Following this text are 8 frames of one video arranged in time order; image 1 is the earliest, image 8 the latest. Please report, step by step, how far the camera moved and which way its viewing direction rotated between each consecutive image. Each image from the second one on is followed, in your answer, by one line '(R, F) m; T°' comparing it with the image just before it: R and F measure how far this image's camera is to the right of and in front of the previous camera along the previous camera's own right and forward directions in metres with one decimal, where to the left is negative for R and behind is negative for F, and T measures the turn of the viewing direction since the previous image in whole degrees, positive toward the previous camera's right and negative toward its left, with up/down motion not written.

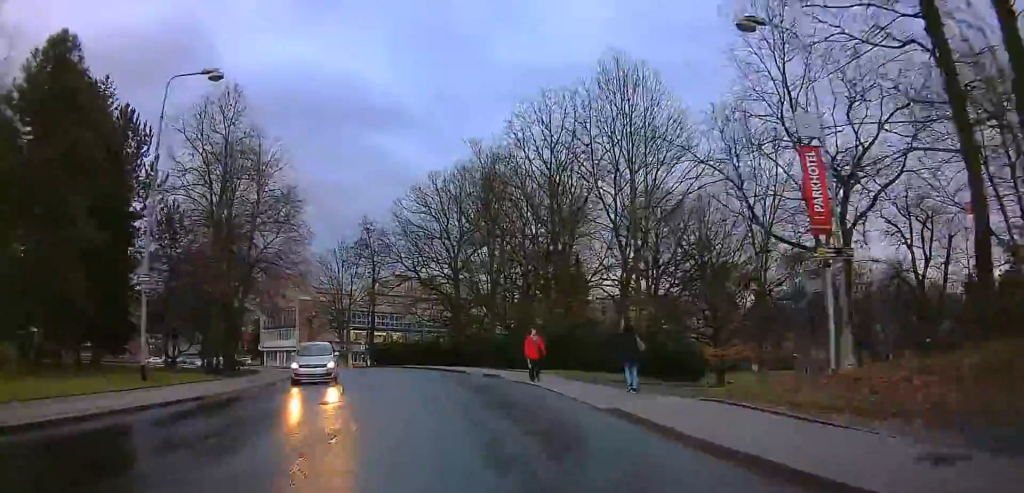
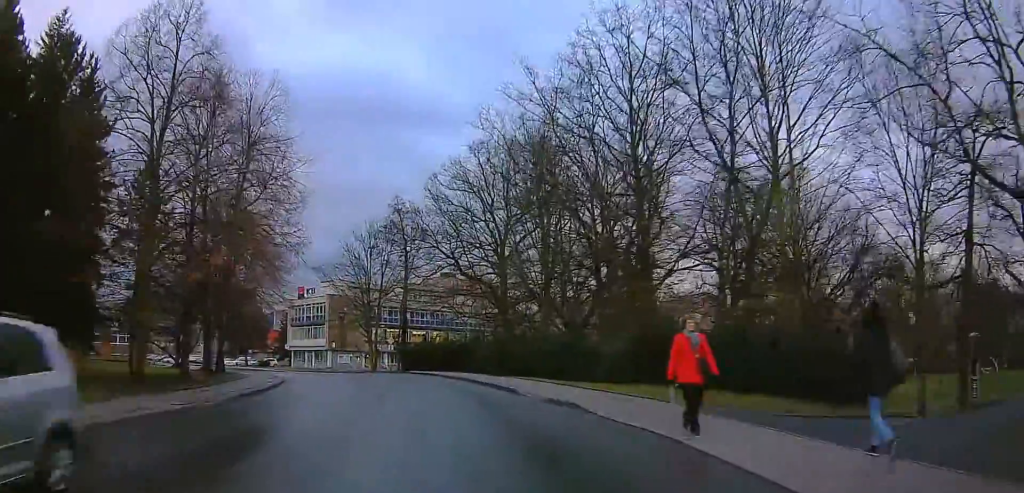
(-0.7, +11.7) m; -4°
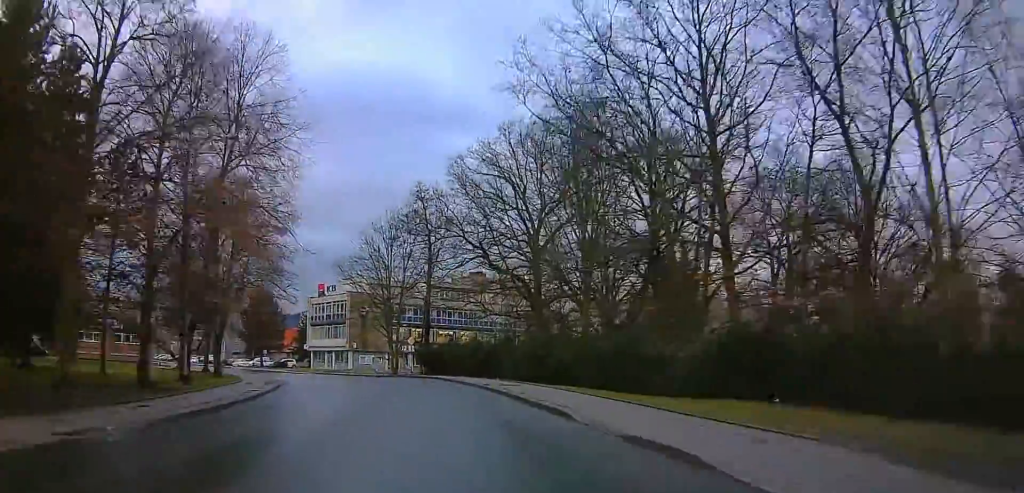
(0.0, +6.3) m; -1°
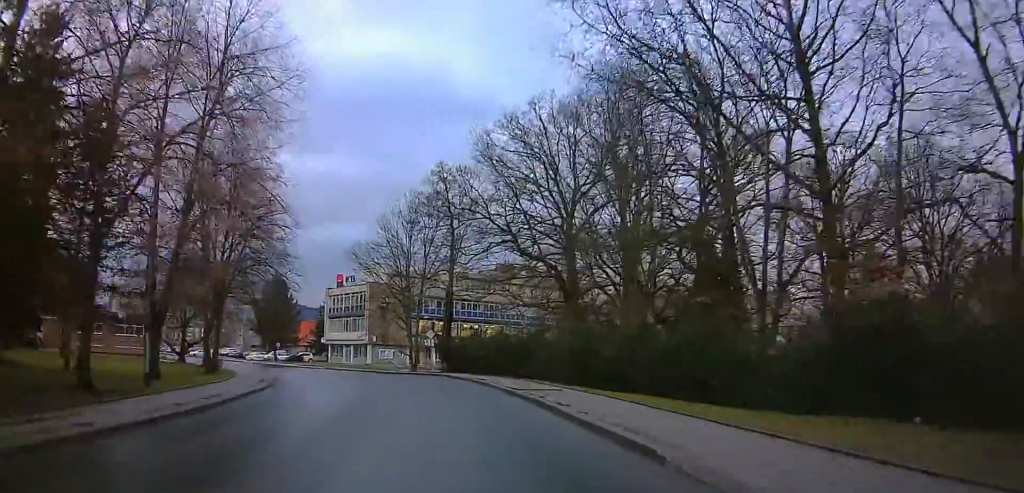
(+0.1, +5.5) m; -1°
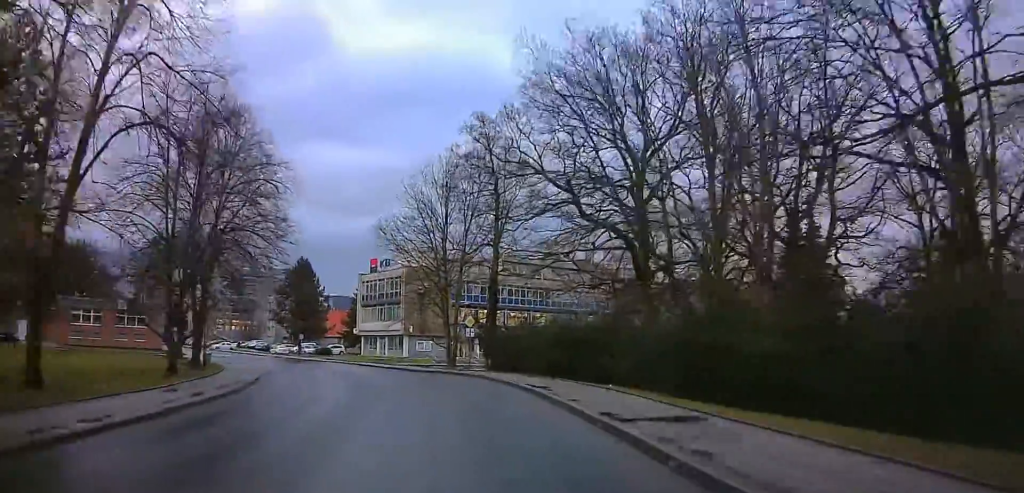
(-0.4, +9.9) m; -5°
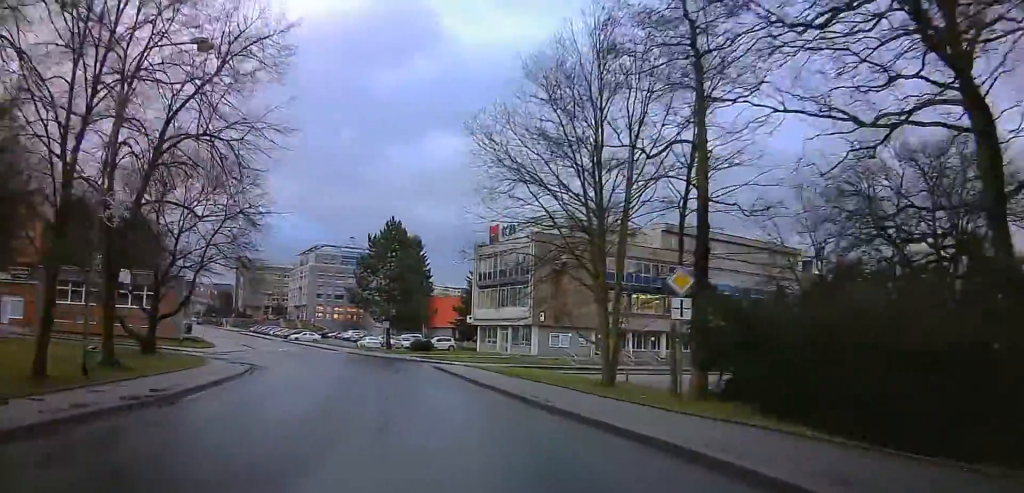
(-1.8, +22.7) m; -8°
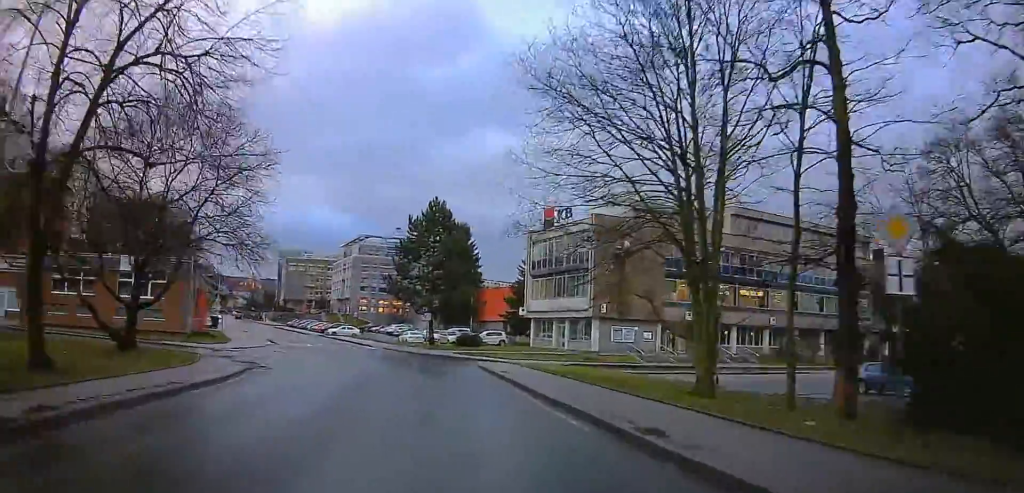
(0.0, +6.9) m; -3°
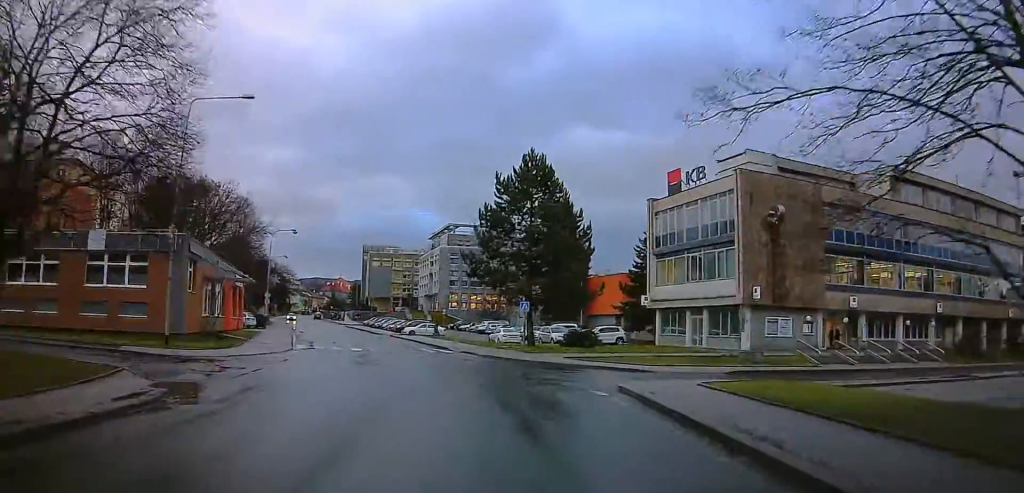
(-1.5, +14.6) m; -13°
